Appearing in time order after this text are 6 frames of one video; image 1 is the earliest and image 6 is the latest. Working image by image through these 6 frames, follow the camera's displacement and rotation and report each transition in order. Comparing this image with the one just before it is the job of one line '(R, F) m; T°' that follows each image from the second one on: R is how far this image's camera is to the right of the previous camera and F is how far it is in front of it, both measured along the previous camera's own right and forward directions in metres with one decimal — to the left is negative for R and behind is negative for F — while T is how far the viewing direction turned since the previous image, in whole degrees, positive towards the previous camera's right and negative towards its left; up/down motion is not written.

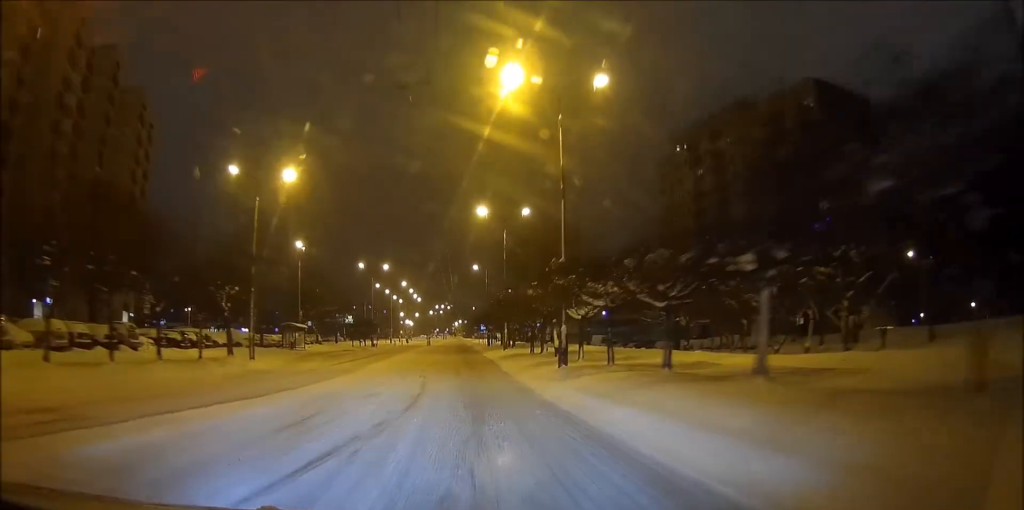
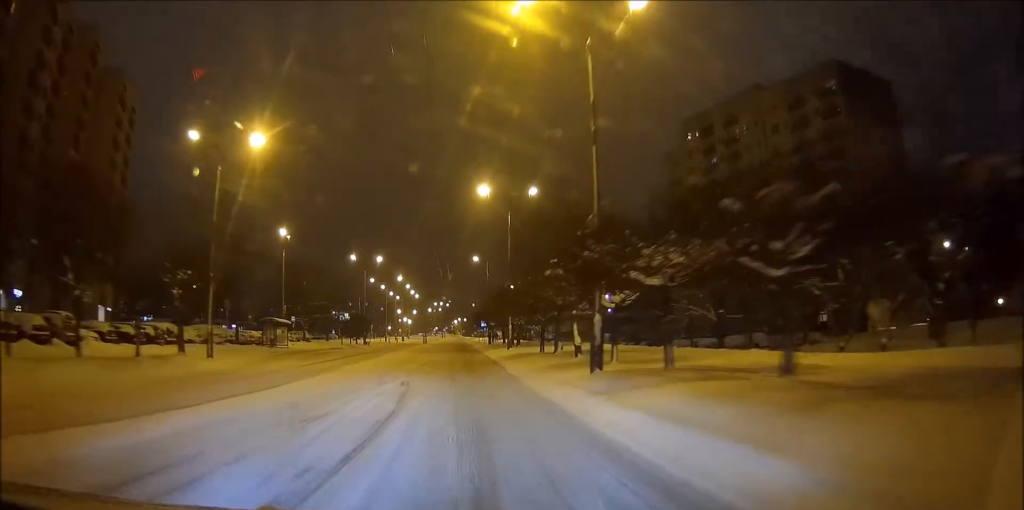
(0.0, +6.8) m; 0°
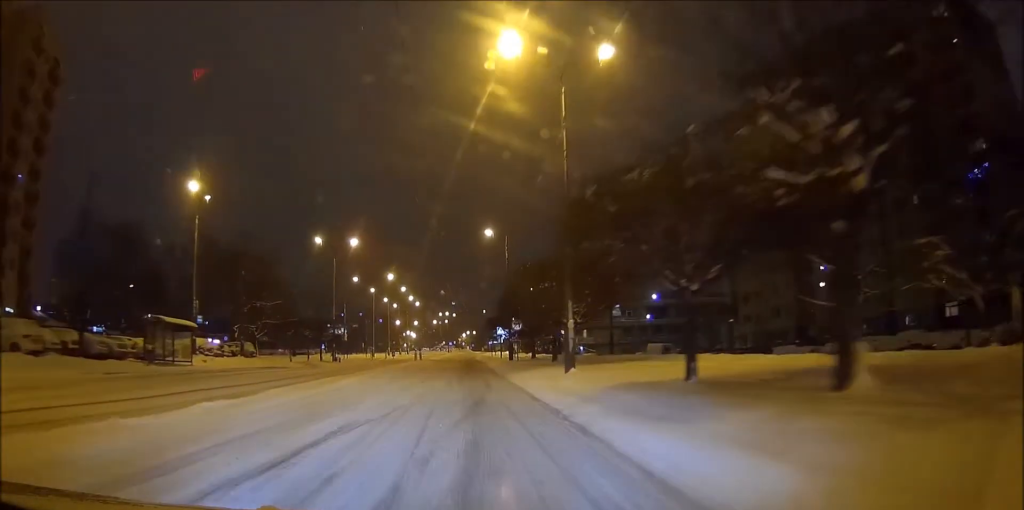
(+0.1, +25.9) m; -1°
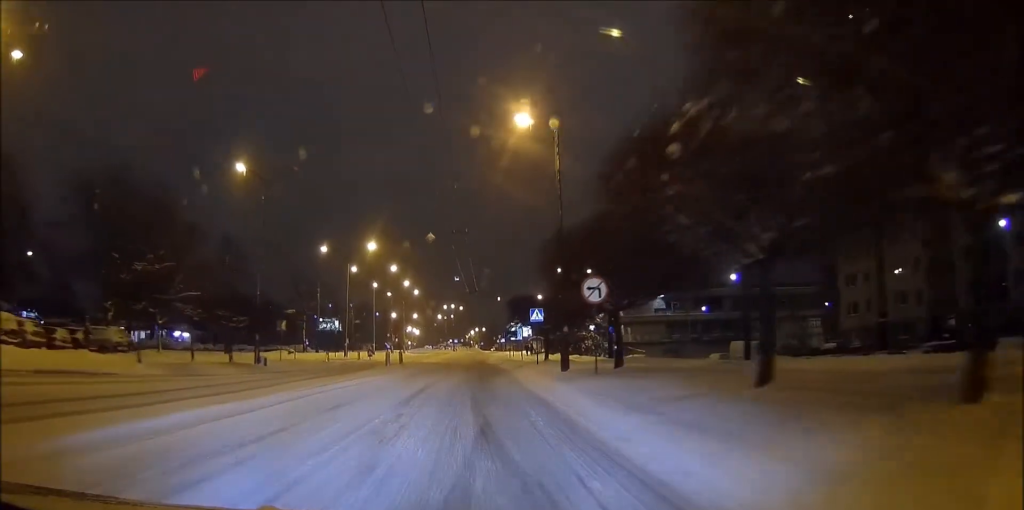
(-0.2, +26.6) m; 0°
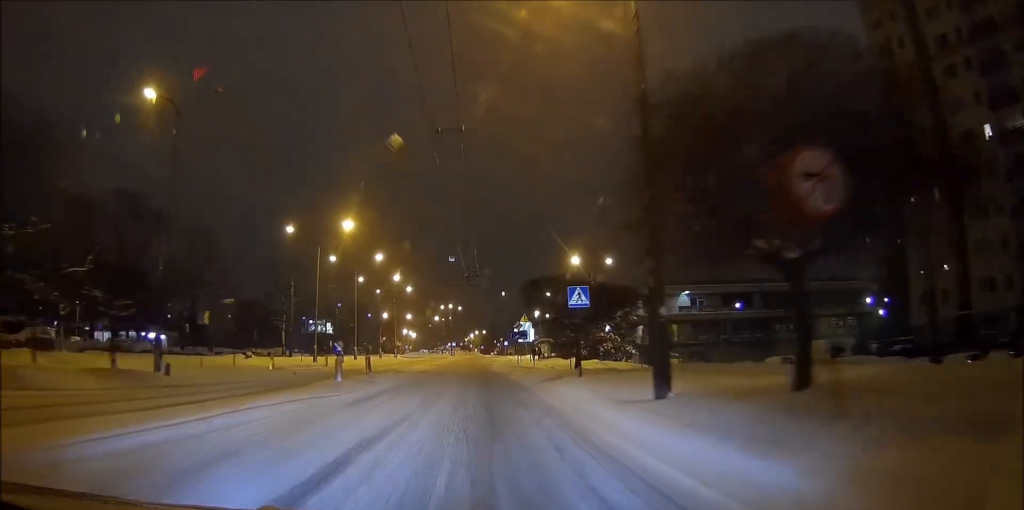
(+0.2, +13.4) m; +1°
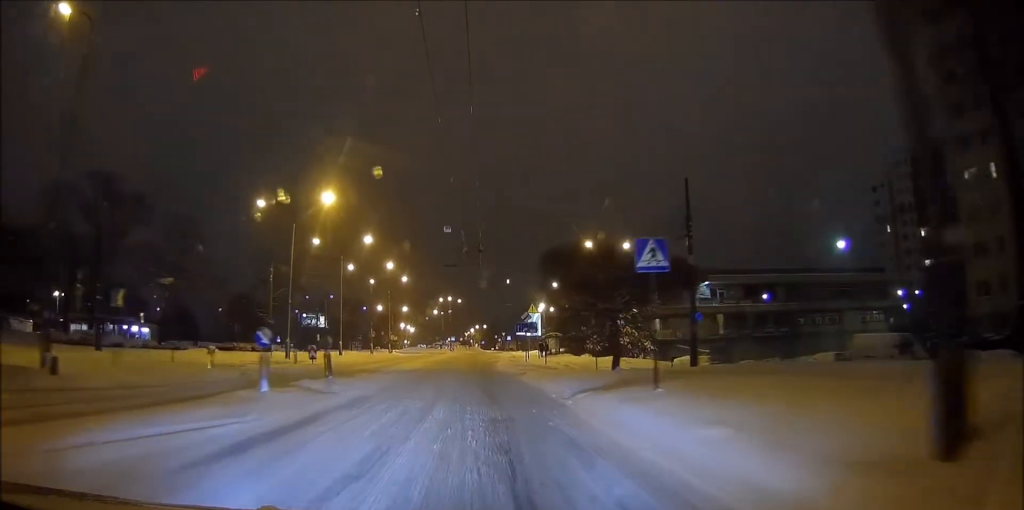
(+0.1, +8.4) m; 0°
